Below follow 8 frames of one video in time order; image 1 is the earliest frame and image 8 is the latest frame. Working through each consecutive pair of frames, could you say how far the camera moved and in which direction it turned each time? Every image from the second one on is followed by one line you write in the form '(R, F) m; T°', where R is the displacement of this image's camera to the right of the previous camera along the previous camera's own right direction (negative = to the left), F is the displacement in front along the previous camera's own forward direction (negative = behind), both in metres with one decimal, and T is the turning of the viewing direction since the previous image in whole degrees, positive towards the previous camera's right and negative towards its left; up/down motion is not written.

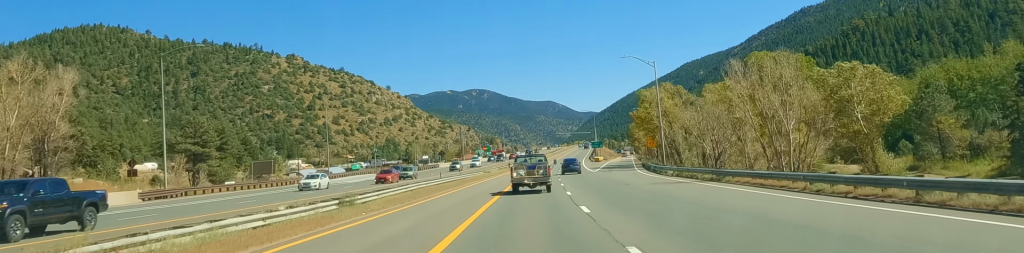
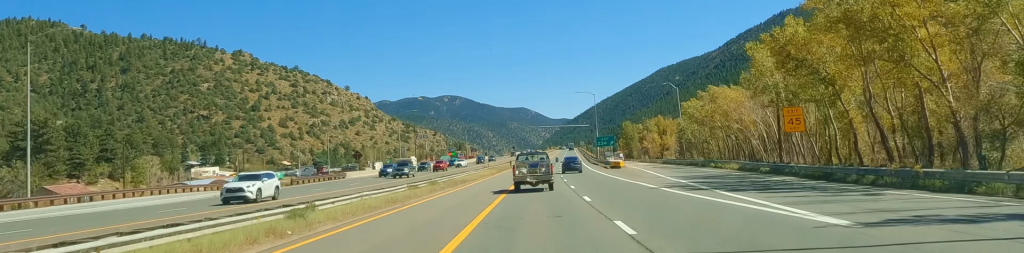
(+1.2, +67.4) m; +3°
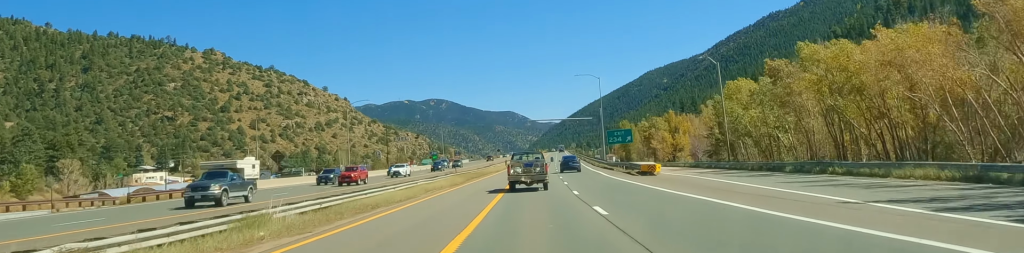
(+0.8, +31.0) m; +1°
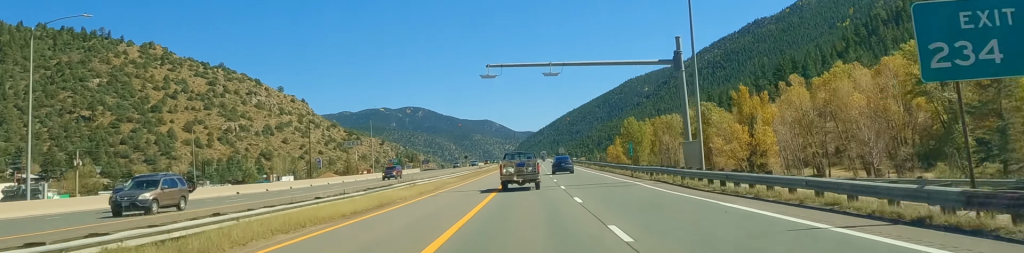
(+0.7, +66.4) m; 0°
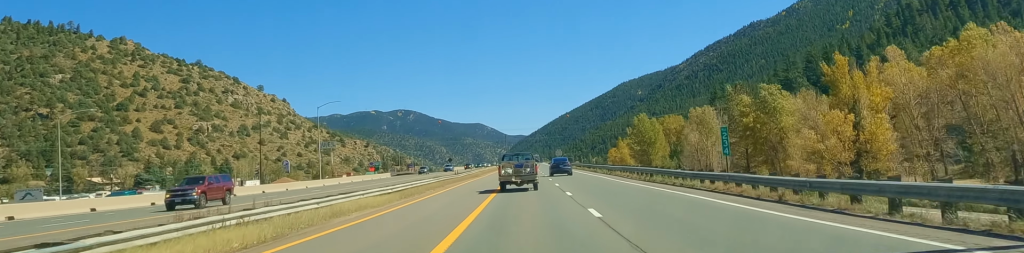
(0.0, +29.9) m; 0°
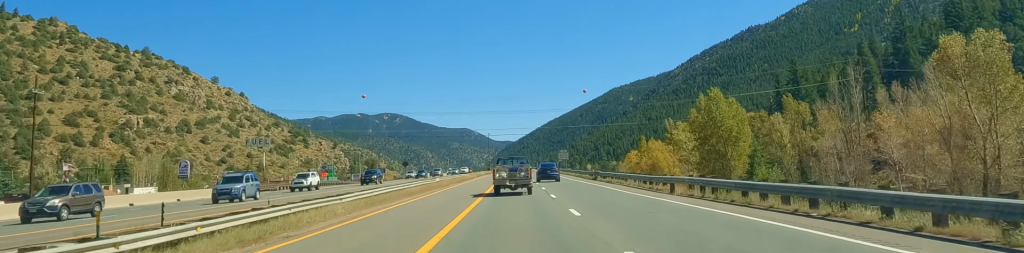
(+0.5, +69.7) m; +1°
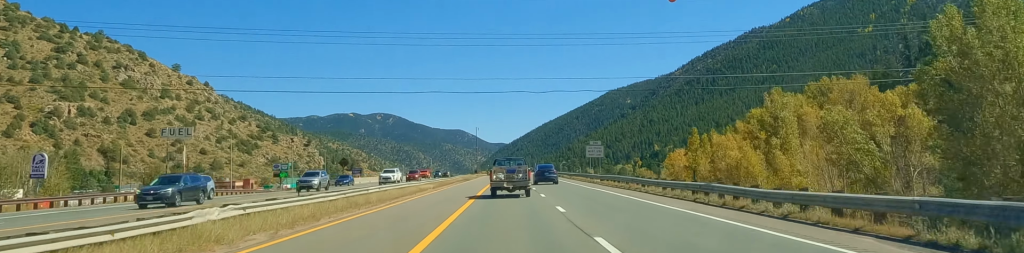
(+0.9, +56.1) m; 0°
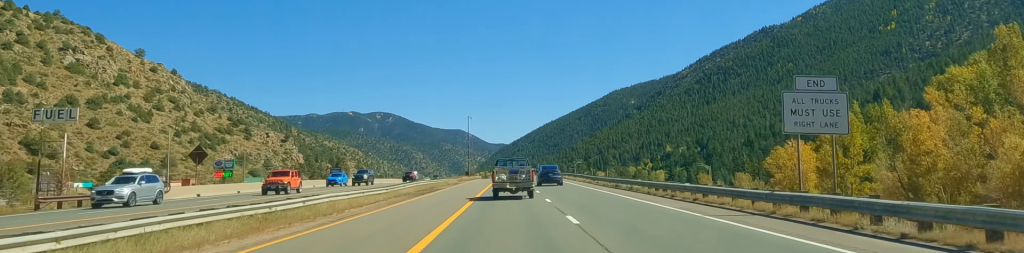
(-1.0, +52.6) m; -1°
